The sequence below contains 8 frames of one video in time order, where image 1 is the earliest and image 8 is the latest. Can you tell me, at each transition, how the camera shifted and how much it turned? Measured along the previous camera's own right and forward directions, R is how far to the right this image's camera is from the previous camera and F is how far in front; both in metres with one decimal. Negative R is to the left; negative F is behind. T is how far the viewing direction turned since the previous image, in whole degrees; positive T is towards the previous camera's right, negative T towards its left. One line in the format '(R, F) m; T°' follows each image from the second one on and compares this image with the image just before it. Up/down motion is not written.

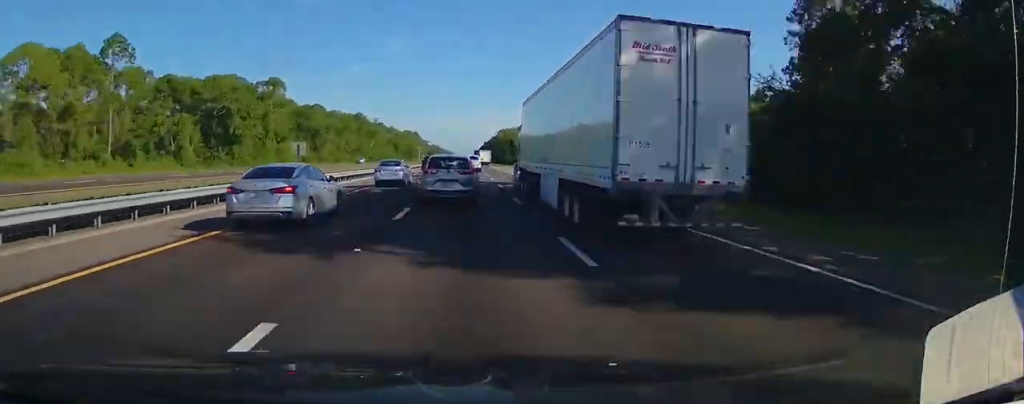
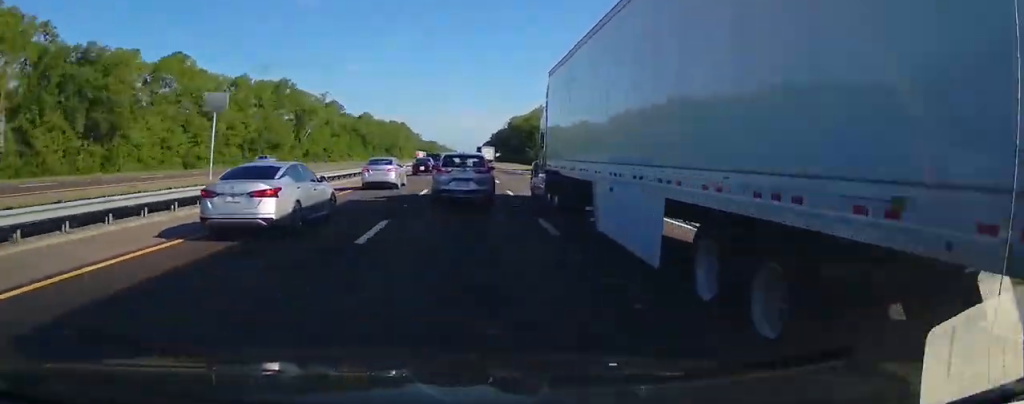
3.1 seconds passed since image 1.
(+0.1, +75.7) m; 0°
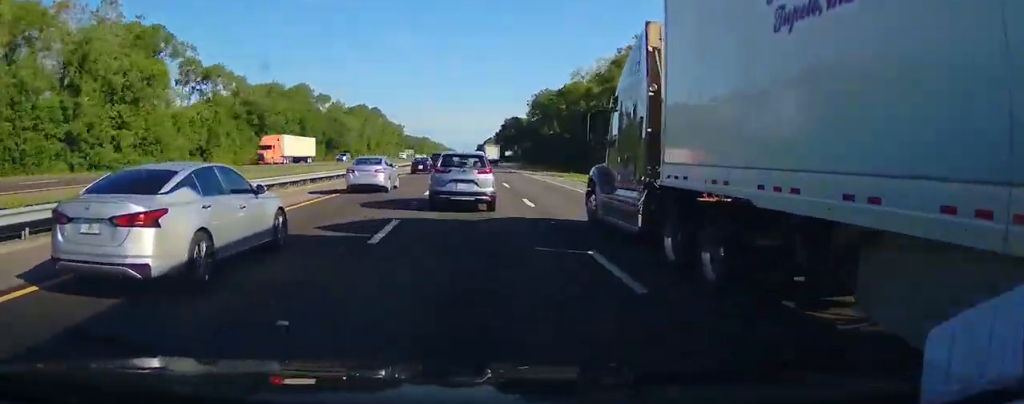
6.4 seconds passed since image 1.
(-0.3, +90.9) m; -1°
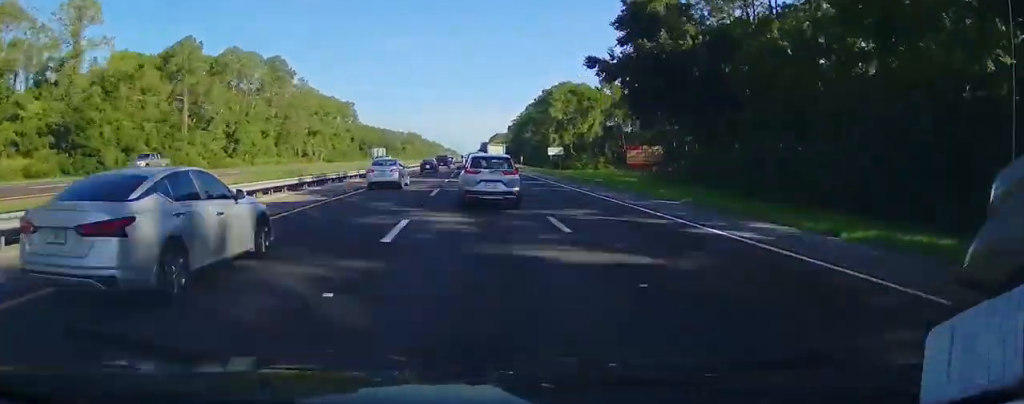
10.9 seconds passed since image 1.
(-1.5, +133.8) m; -1°
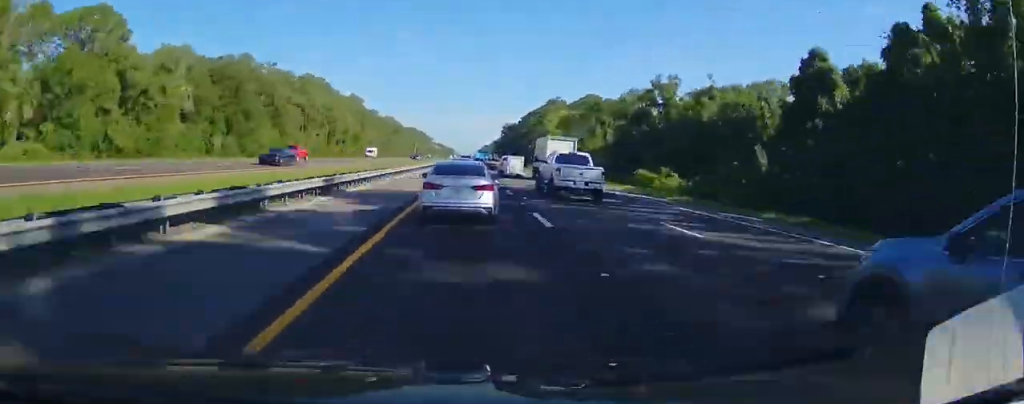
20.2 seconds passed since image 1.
(+0.3, +293.8) m; +1°
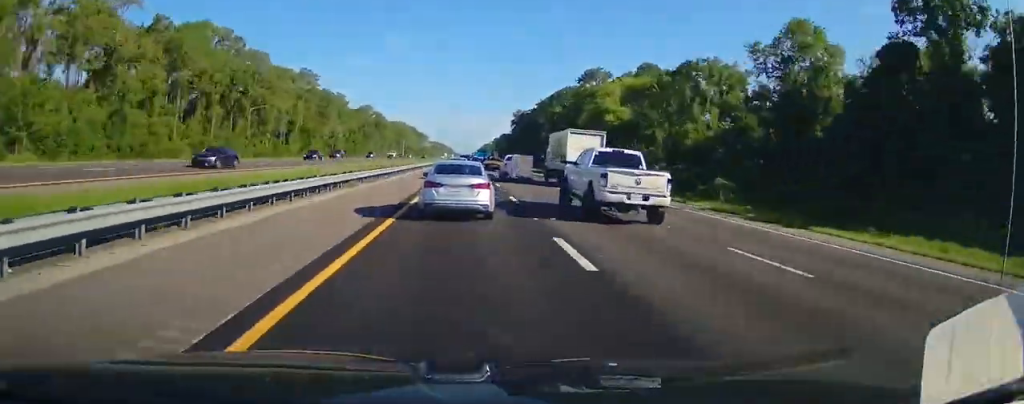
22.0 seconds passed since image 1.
(+0.3, +61.7) m; 0°
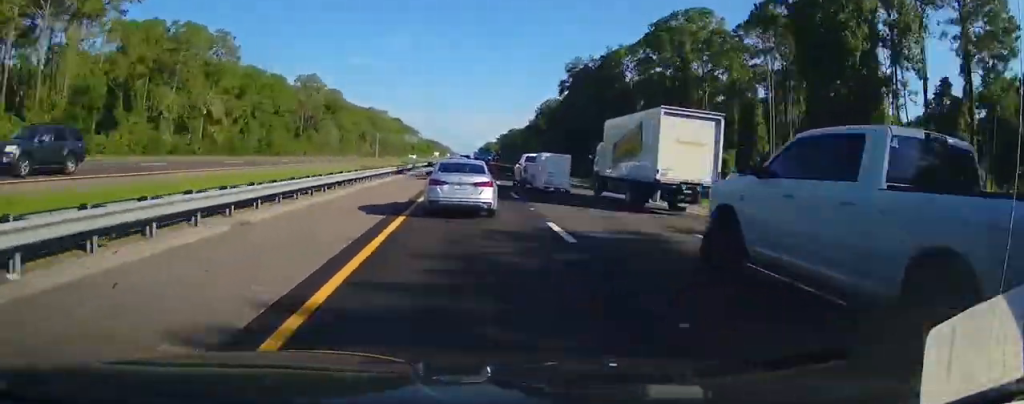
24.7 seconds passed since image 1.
(+0.1, +89.0) m; 0°
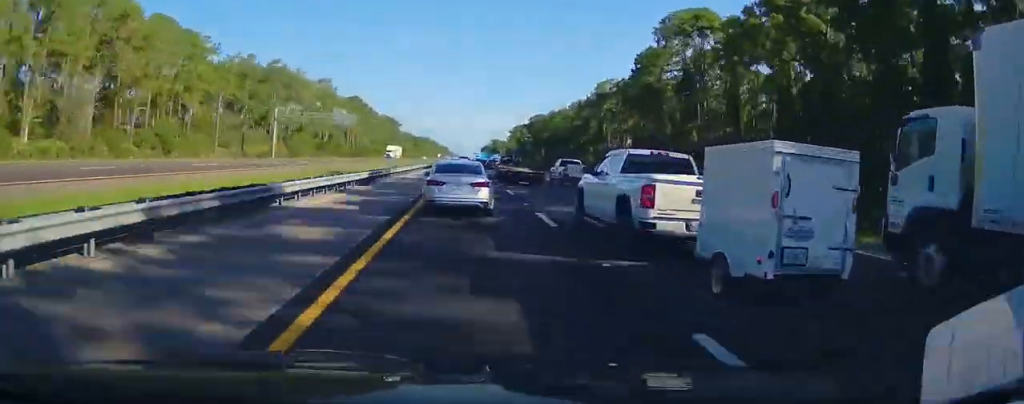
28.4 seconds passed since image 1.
(+0.2, +125.2) m; 0°
